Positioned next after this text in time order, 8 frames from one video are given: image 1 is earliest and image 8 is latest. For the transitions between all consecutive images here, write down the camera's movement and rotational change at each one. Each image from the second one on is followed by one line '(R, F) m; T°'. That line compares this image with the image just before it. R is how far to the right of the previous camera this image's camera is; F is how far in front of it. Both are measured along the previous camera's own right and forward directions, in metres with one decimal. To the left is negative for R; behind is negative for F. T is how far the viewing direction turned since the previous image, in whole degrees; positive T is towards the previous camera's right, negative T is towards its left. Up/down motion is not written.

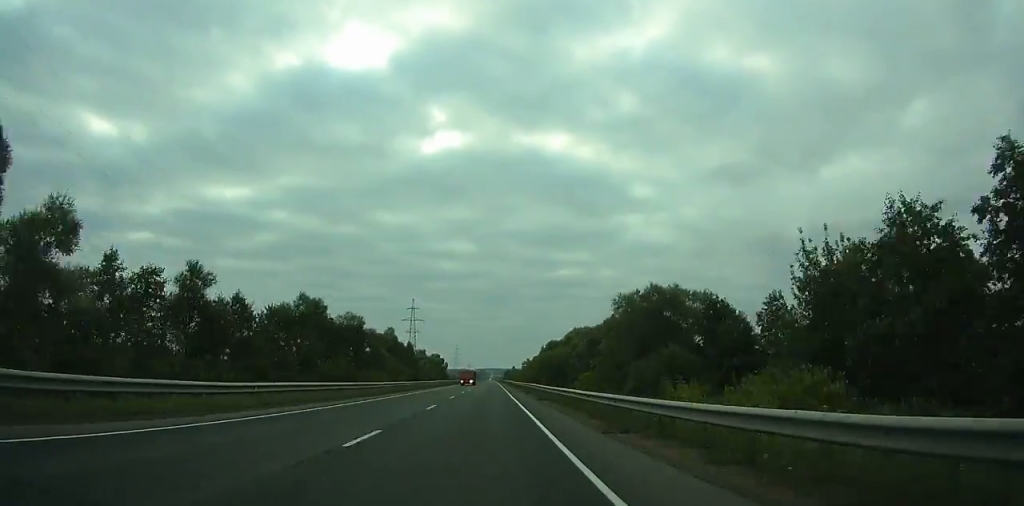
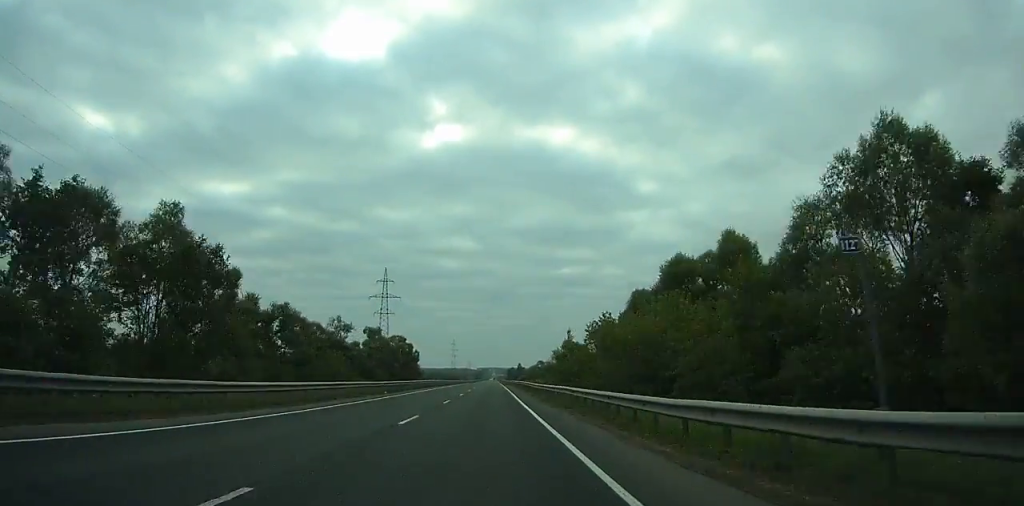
(+0.1, +91.9) m; 0°
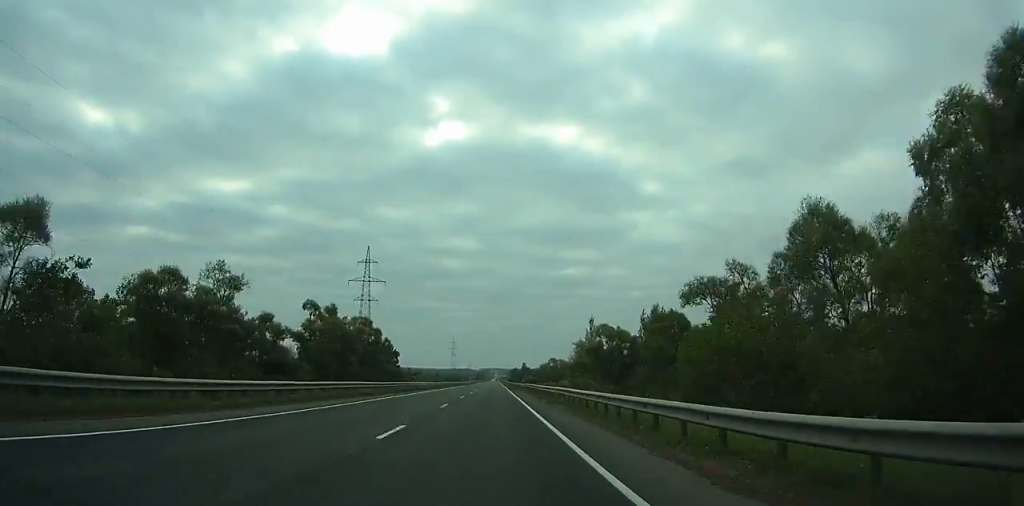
(0.0, +38.7) m; 0°
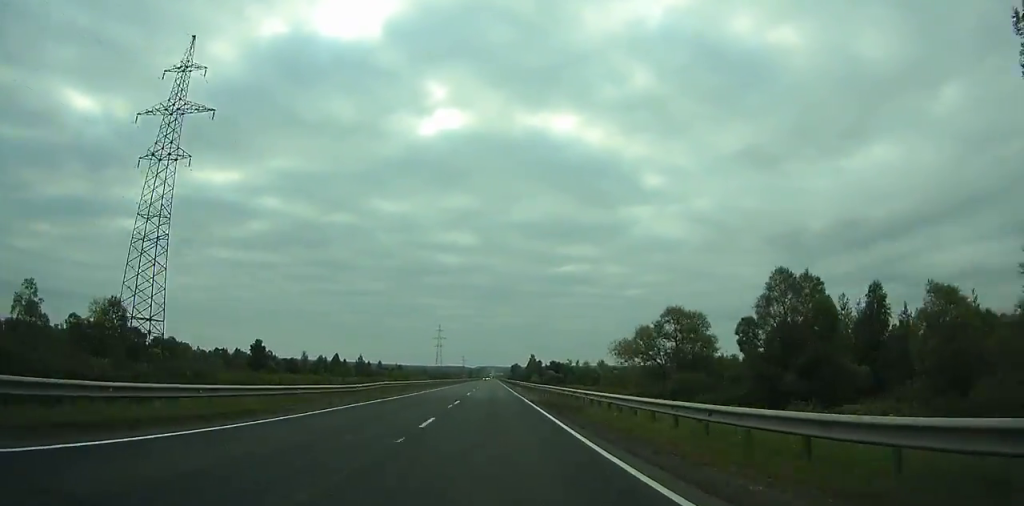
(-0.4, +129.8) m; 0°
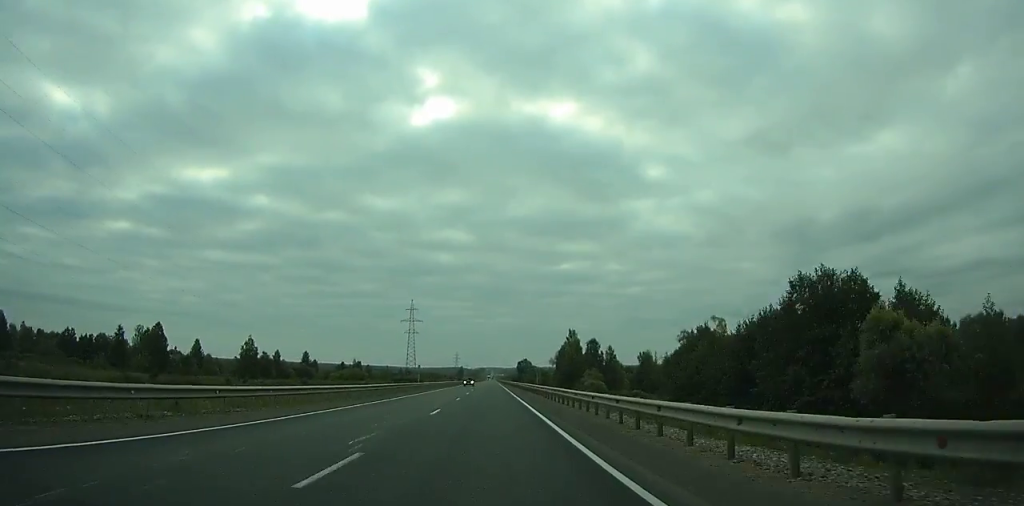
(+0.6, +164.8) m; 0°
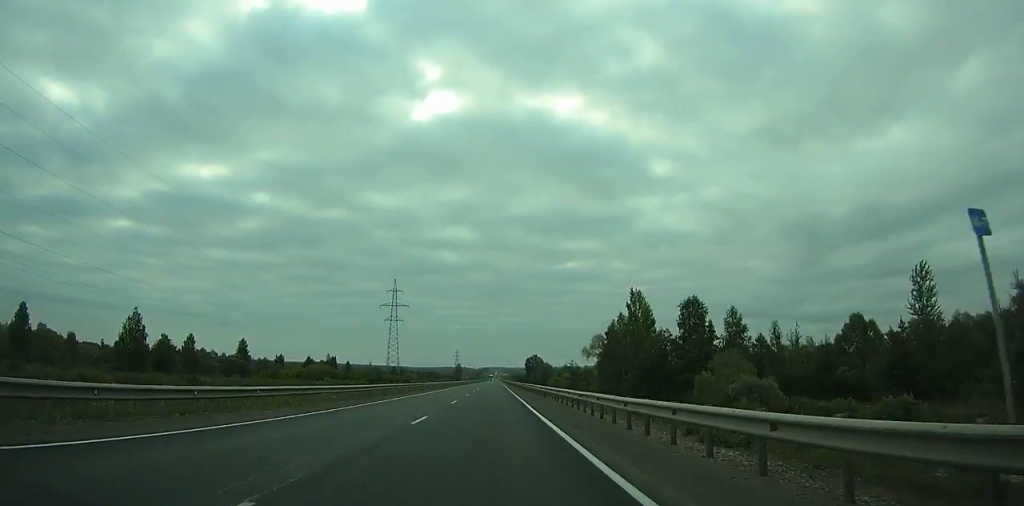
(+0.1, +68.3) m; 0°
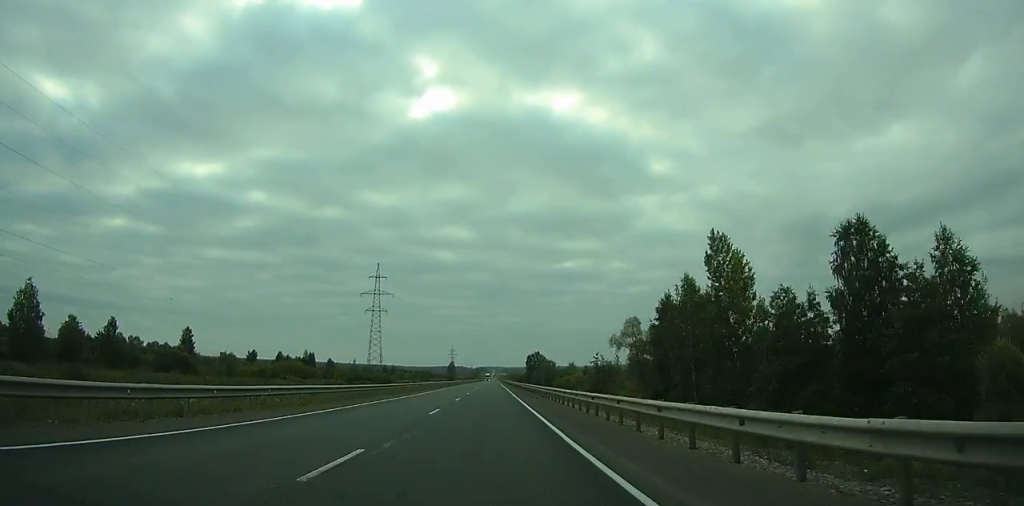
(0.0, +34.3) m; 0°
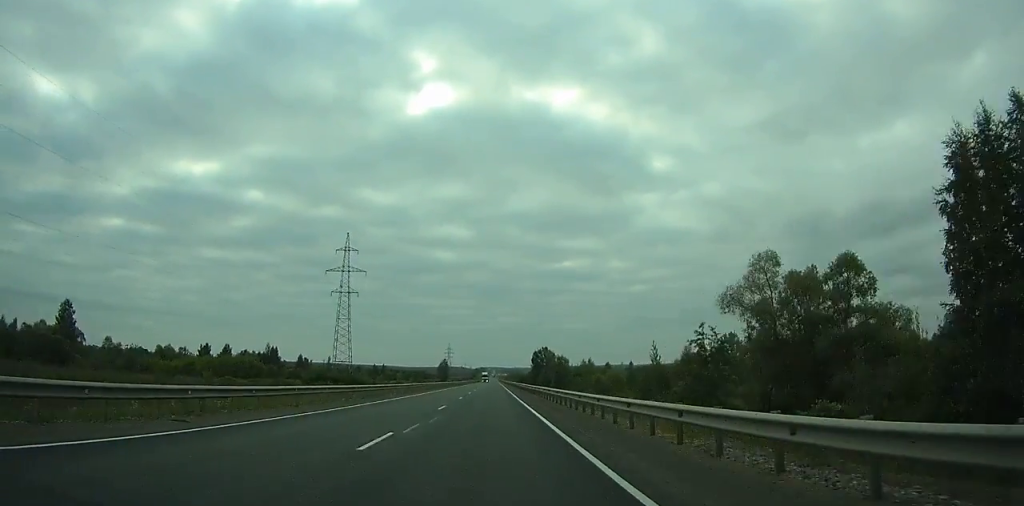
(-0.1, +48.8) m; 0°
